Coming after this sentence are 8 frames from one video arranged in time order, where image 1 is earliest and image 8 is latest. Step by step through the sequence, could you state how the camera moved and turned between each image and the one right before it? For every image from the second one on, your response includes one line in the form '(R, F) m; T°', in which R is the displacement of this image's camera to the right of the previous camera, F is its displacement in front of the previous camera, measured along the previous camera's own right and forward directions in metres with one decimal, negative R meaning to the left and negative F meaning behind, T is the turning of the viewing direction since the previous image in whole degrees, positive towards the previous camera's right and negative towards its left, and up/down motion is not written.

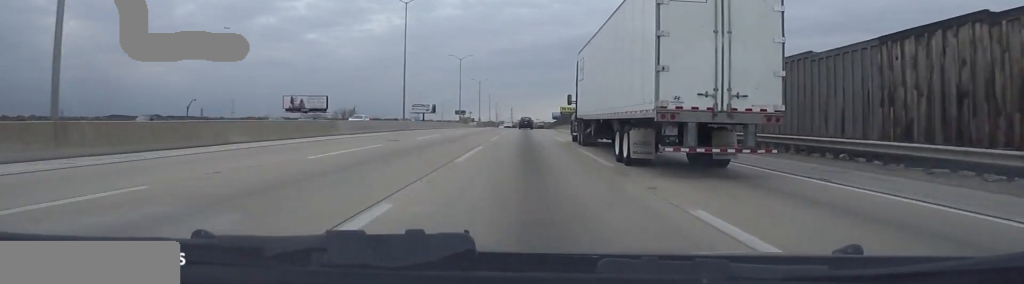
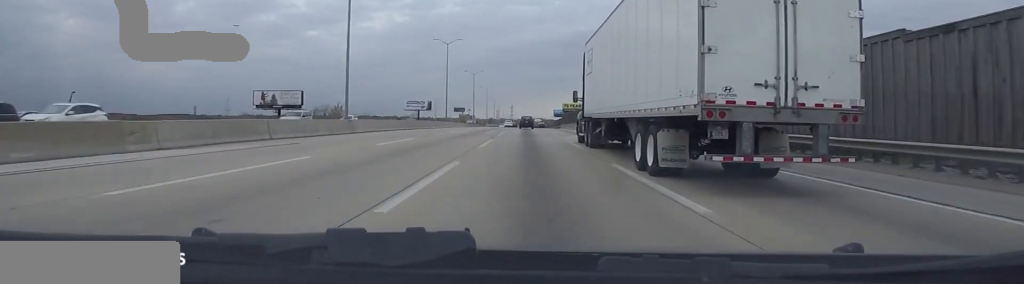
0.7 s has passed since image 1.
(-0.4, +24.7) m; -1°
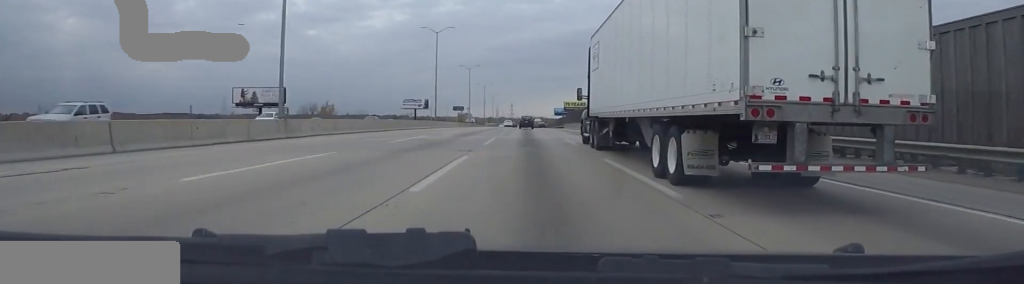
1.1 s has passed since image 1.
(-0.2, +14.1) m; 0°
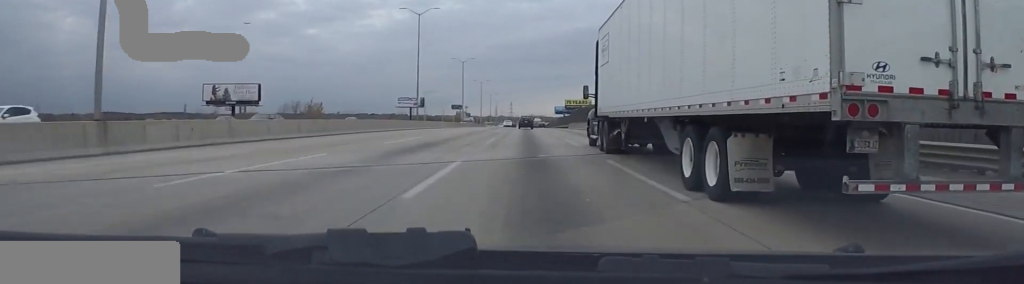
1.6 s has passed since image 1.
(+0.1, +17.1) m; 0°
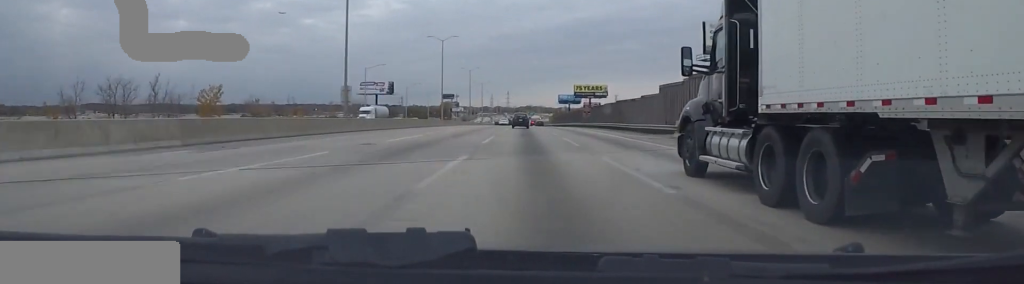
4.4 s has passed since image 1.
(+0.2, +90.9) m; 0°
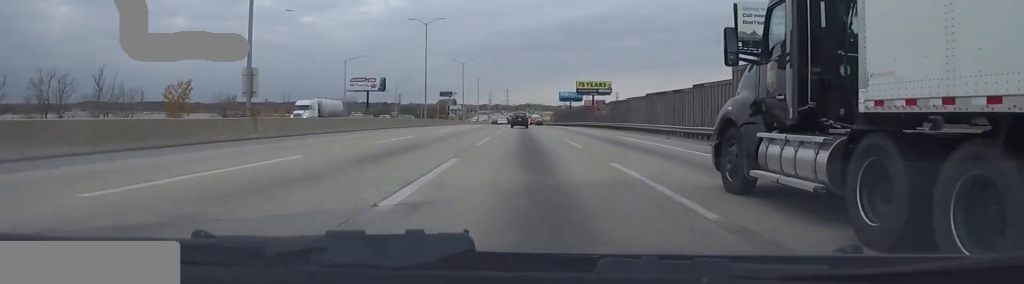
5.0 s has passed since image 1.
(+0.1, +16.6) m; 0°
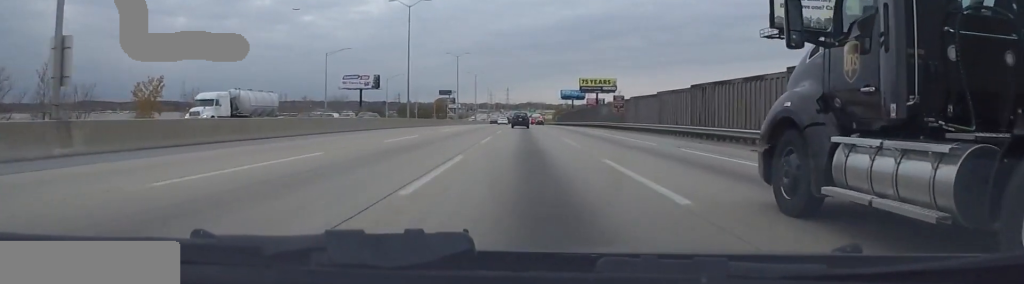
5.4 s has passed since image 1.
(-0.1, +13.5) m; 0°
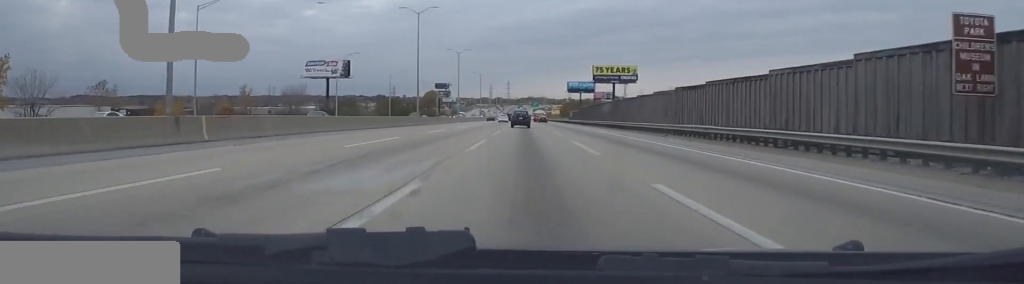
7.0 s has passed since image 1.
(+0.1, +50.6) m; +1°
